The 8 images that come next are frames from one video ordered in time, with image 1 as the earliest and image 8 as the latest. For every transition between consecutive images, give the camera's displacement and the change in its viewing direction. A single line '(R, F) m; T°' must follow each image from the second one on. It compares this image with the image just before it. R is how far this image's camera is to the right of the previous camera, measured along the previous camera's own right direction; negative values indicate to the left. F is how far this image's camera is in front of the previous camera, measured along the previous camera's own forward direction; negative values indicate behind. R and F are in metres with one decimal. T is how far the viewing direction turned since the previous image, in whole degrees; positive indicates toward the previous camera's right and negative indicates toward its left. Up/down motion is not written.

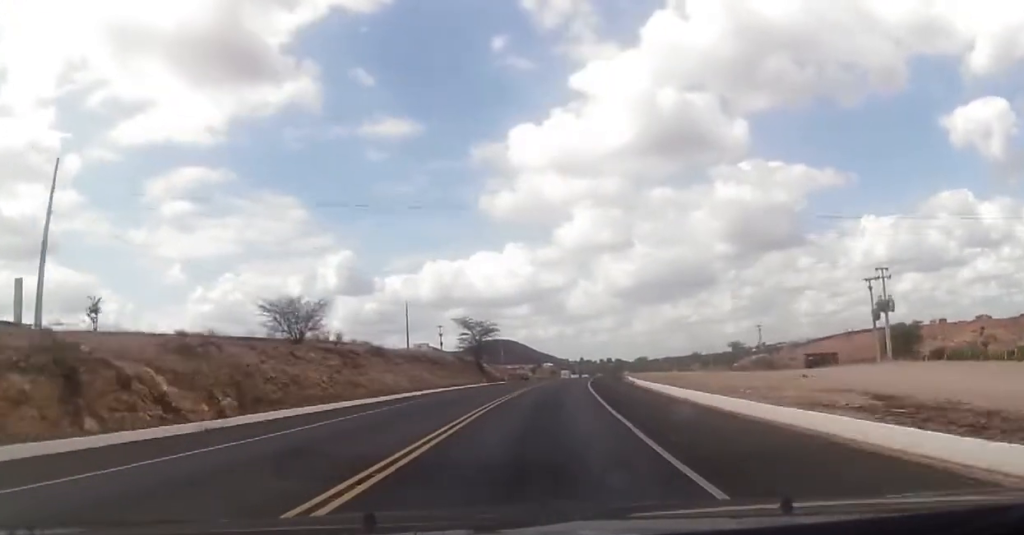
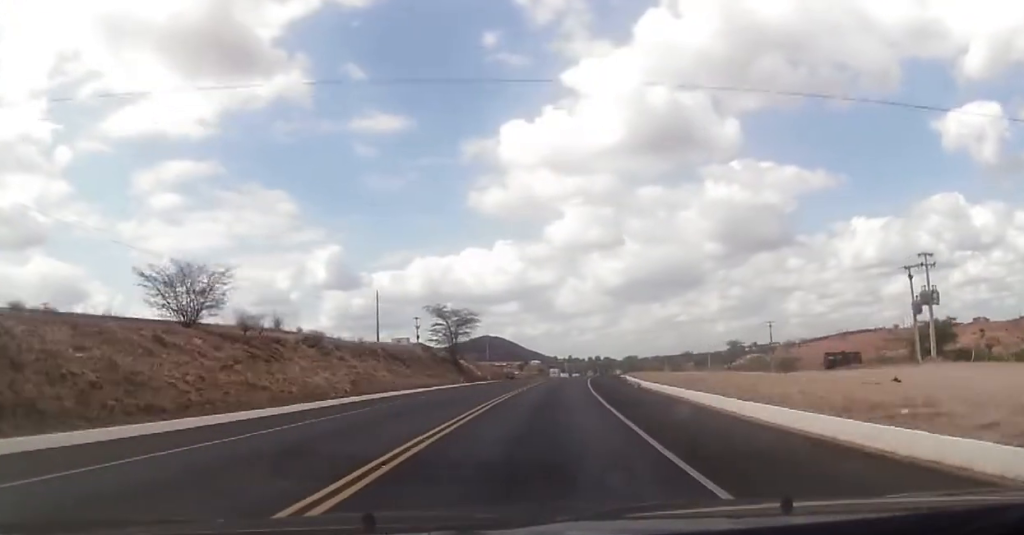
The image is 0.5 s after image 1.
(+0.1, +12.2) m; 0°
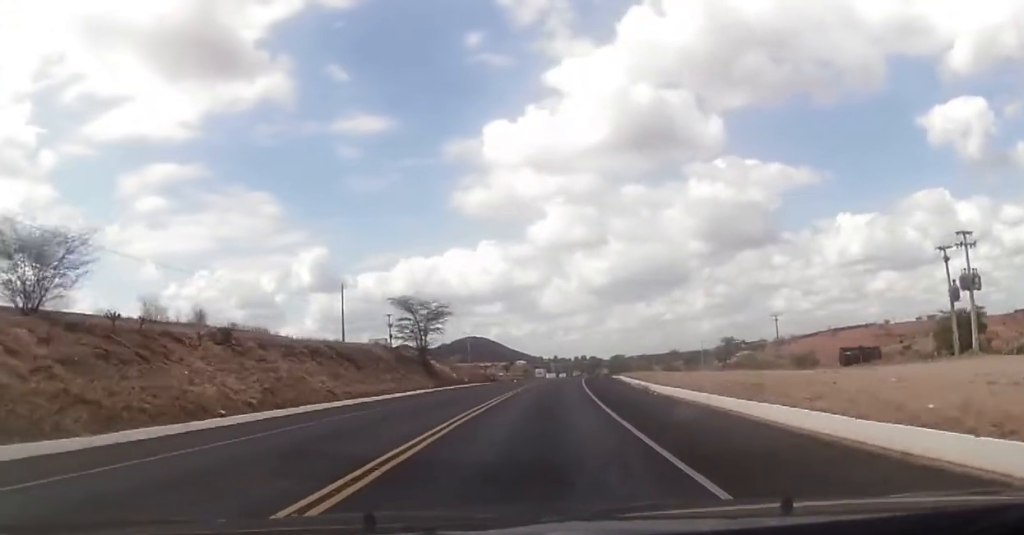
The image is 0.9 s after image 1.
(0.0, +9.9) m; 0°
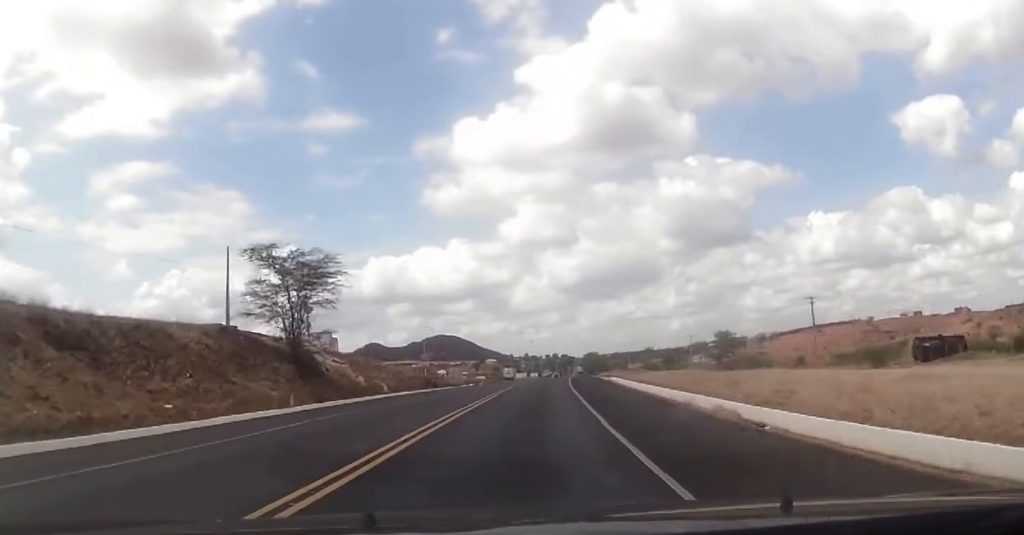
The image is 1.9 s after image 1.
(+0.1, +24.9) m; +1°
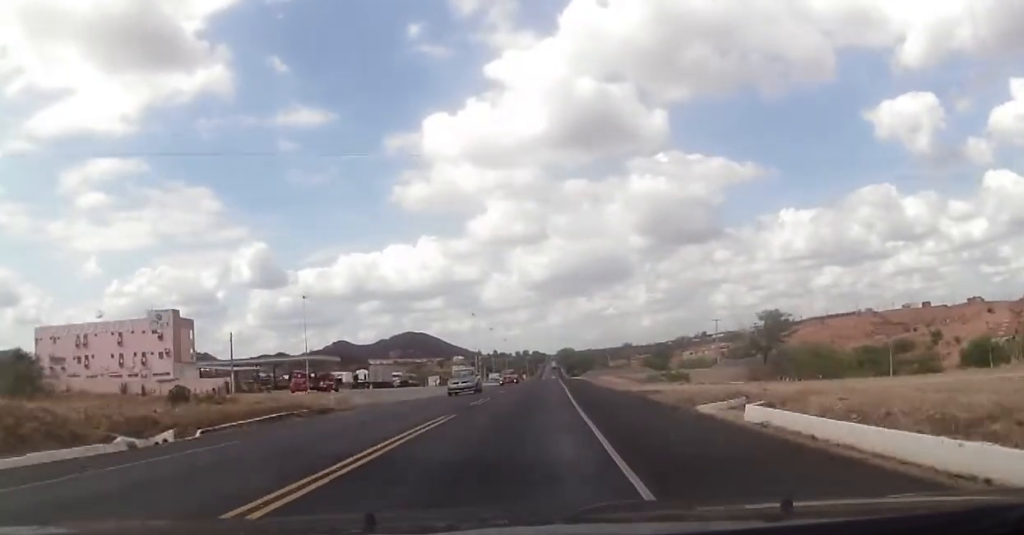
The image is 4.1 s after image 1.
(+1.9, +56.2) m; +3°
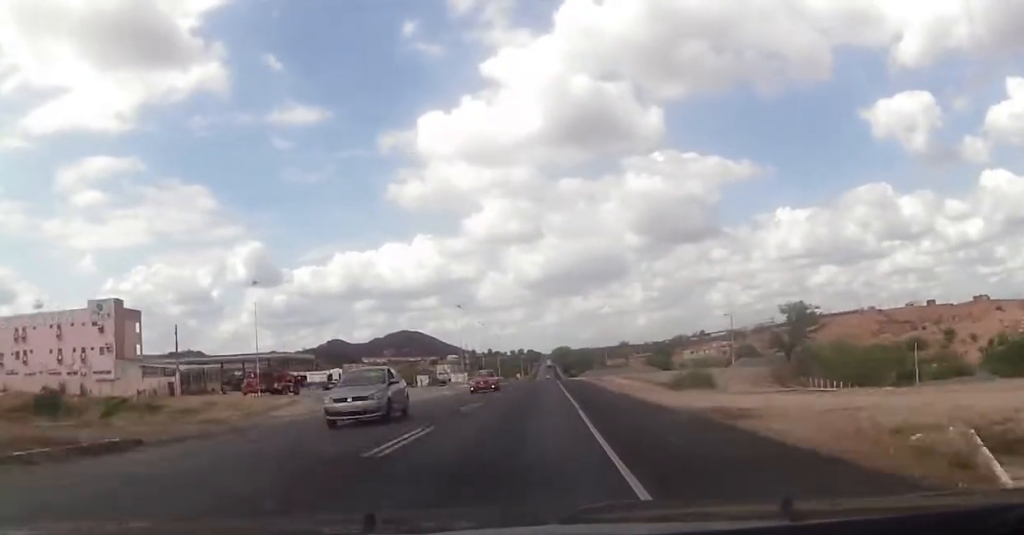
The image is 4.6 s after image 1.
(+0.1, +13.9) m; +1°
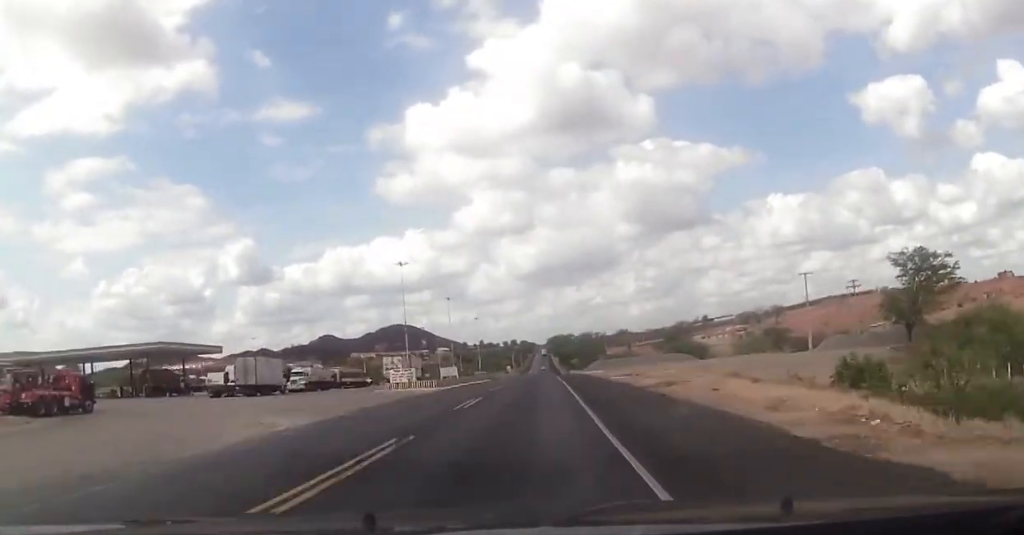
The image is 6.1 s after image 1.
(+0.6, +38.9) m; +1°
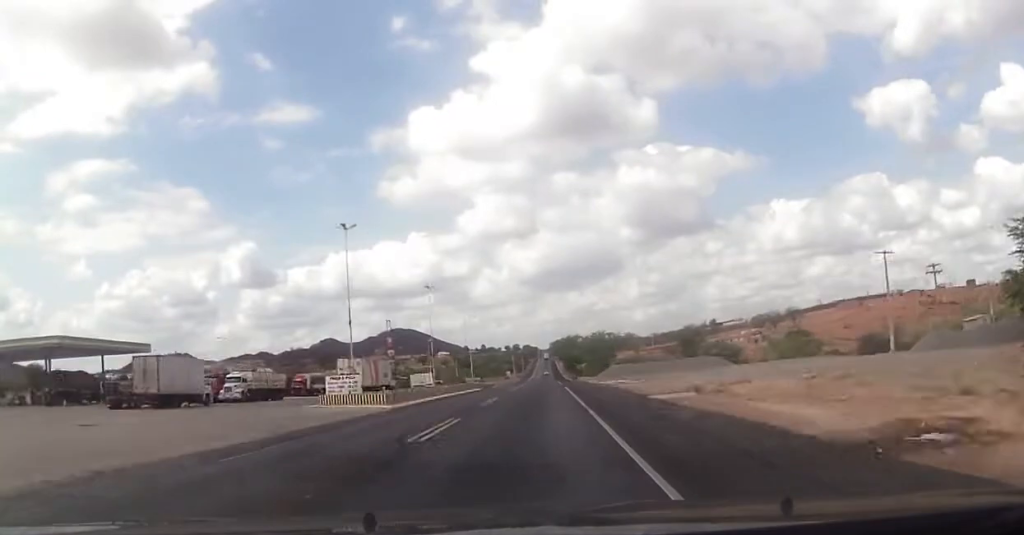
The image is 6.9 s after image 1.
(+0.2, +20.7) m; 0°
